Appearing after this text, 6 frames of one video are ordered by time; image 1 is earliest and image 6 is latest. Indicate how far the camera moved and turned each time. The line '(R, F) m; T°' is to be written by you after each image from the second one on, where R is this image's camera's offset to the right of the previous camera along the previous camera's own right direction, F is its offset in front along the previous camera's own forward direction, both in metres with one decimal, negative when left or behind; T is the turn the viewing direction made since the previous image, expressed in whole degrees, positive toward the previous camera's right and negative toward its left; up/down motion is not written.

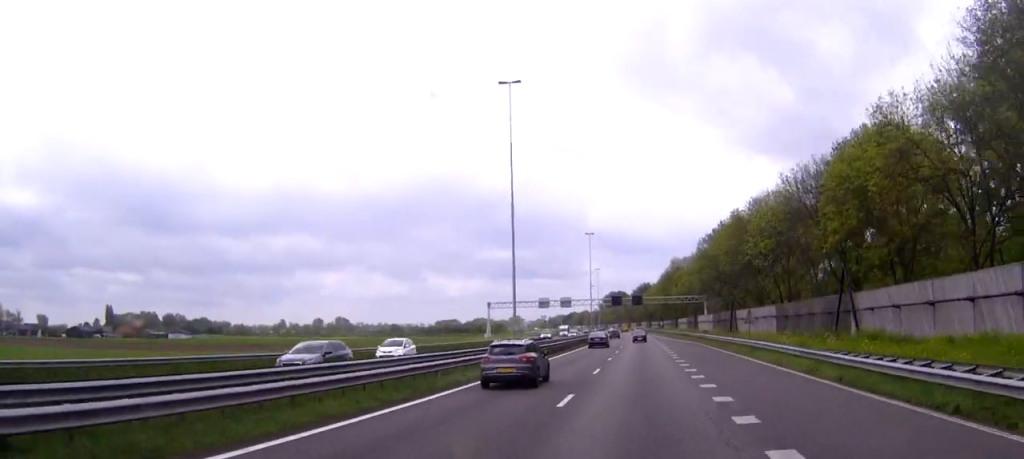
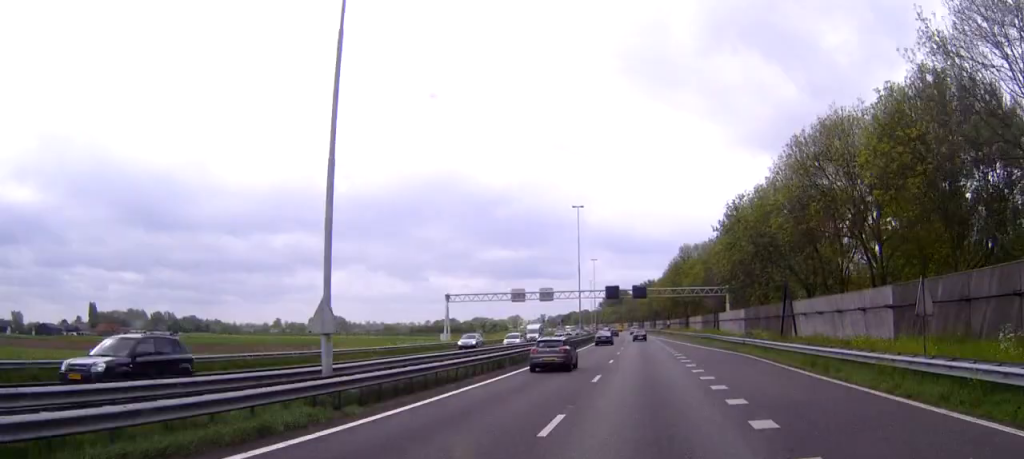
(0.0, +28.6) m; 0°
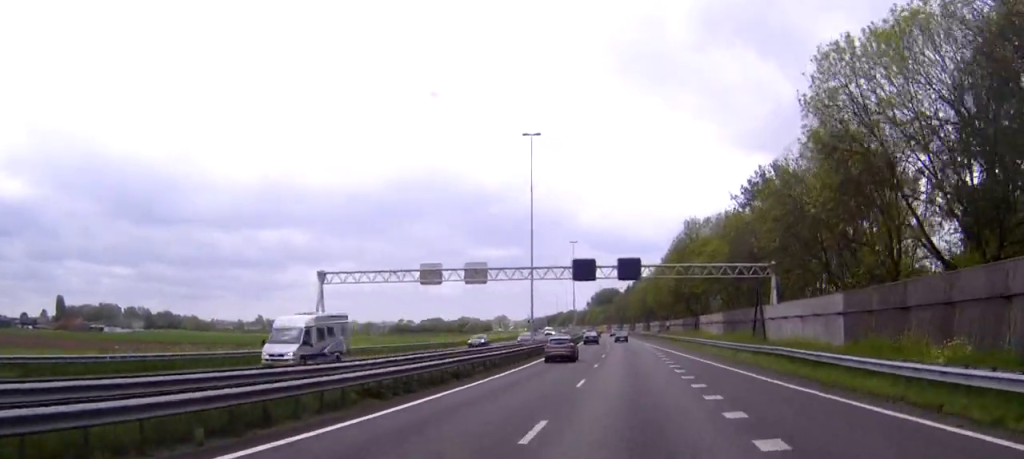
(+0.2, +37.3) m; 0°
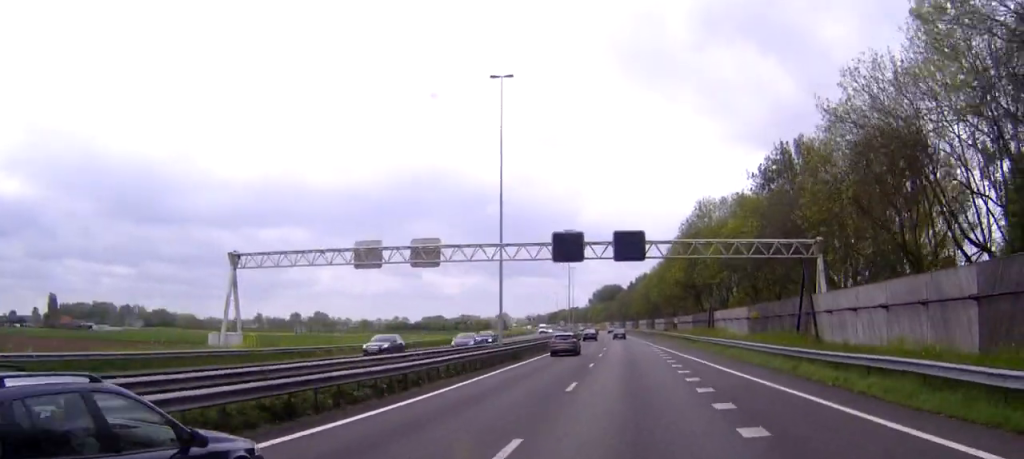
(0.0, +14.6) m; 0°
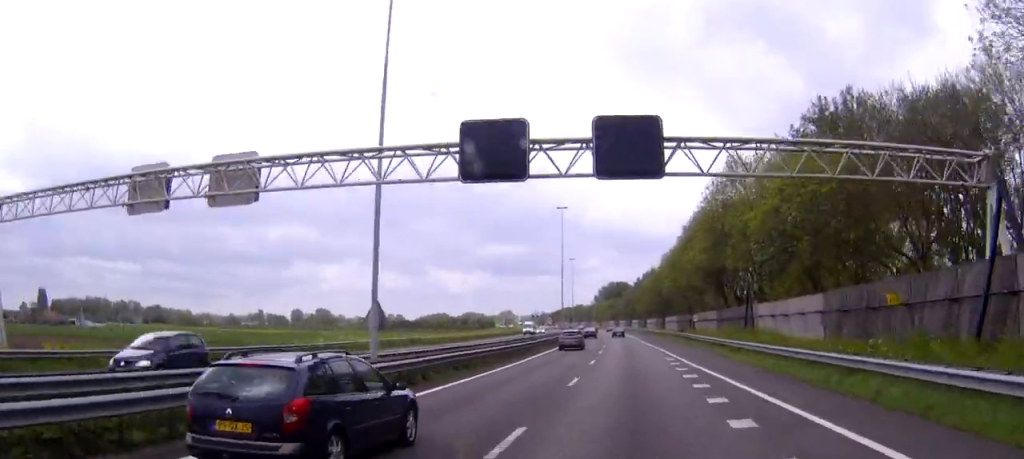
(0.0, +22.8) m; -1°
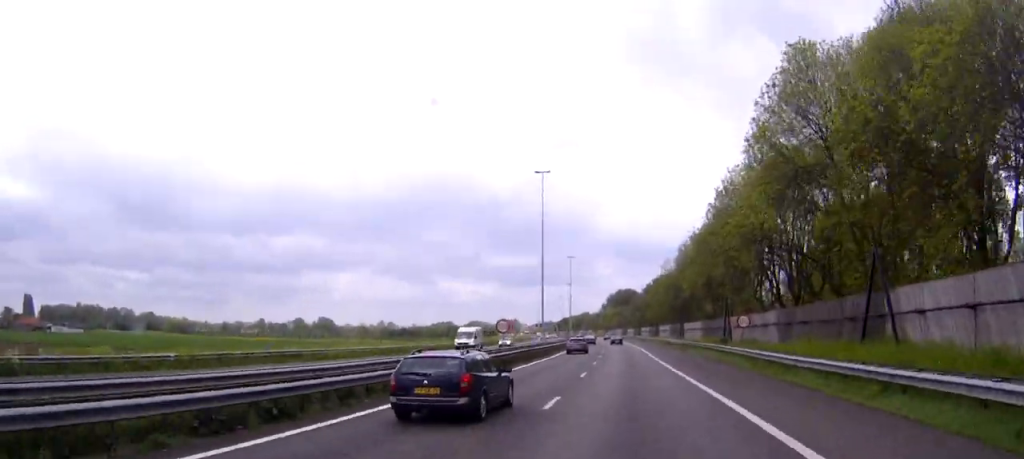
(-0.3, +29.4) m; -1°
